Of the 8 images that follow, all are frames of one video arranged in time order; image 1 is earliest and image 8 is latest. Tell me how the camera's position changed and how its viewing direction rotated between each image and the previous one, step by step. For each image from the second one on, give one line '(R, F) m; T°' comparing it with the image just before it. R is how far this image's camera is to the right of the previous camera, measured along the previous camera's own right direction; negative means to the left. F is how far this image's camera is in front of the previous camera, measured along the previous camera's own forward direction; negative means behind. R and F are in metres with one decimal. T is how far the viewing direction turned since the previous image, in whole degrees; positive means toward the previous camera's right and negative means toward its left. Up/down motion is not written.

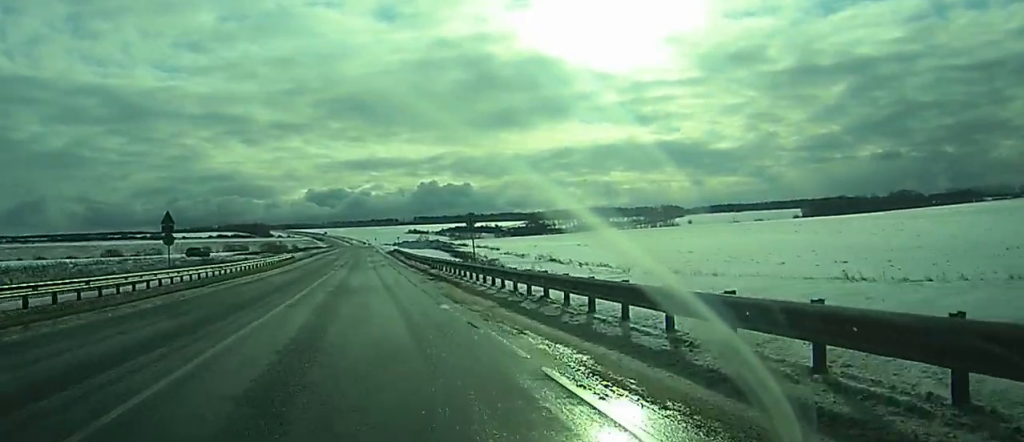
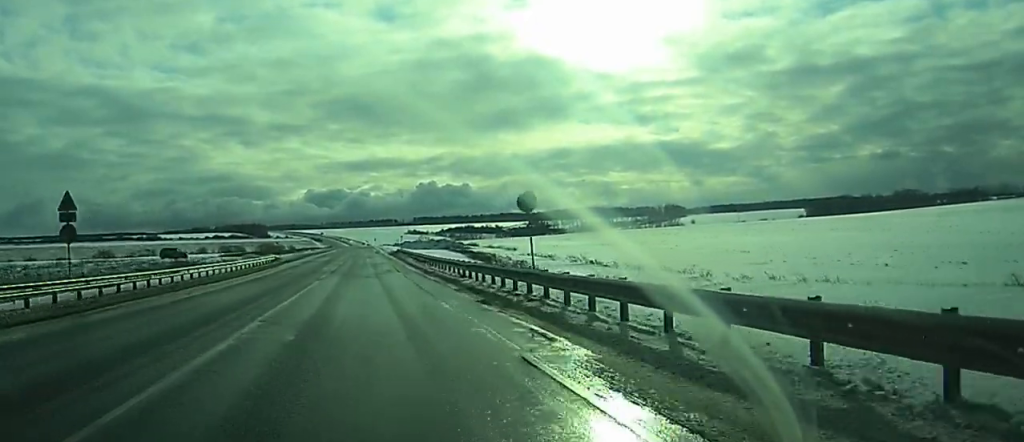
(-0.1, +15.3) m; 0°
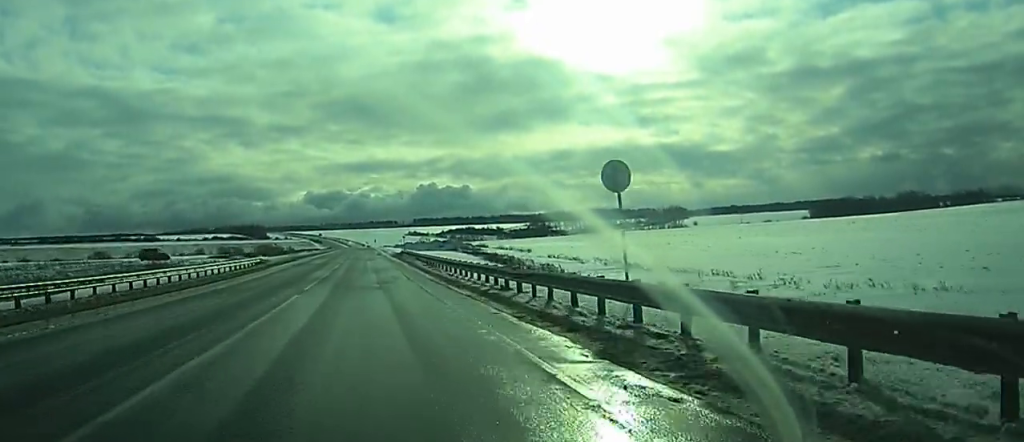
(-0.1, +10.2) m; 0°
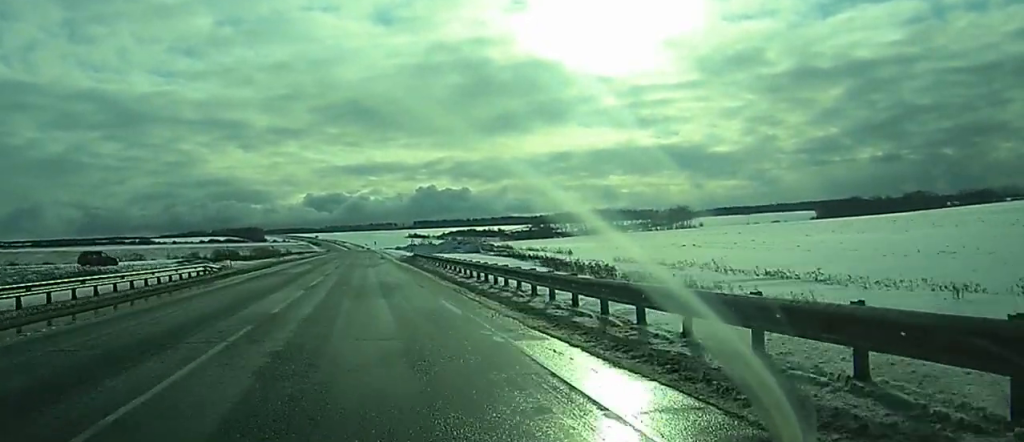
(+0.2, +21.6) m; 0°
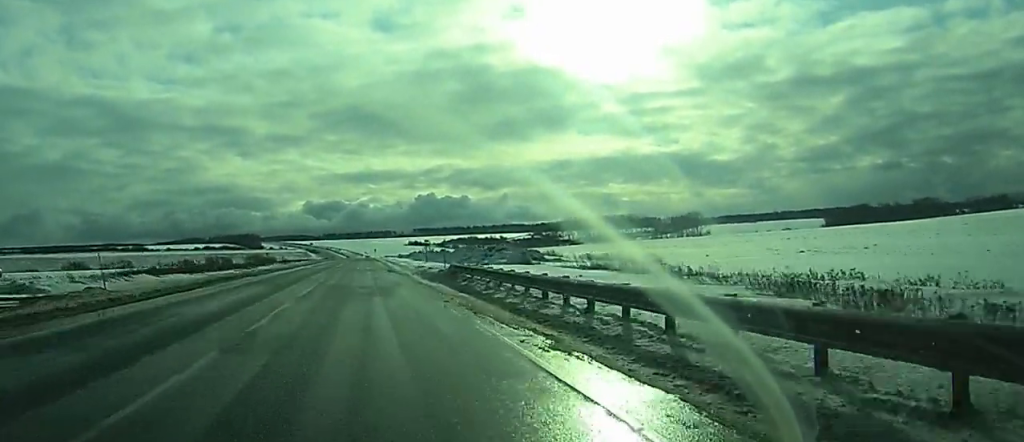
(+0.1, +27.1) m; 0°
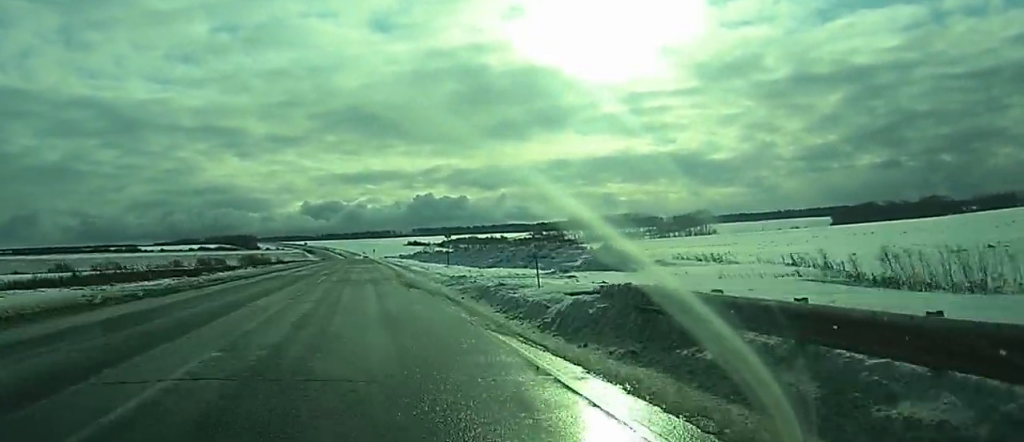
(0.0, +23.8) m; 0°
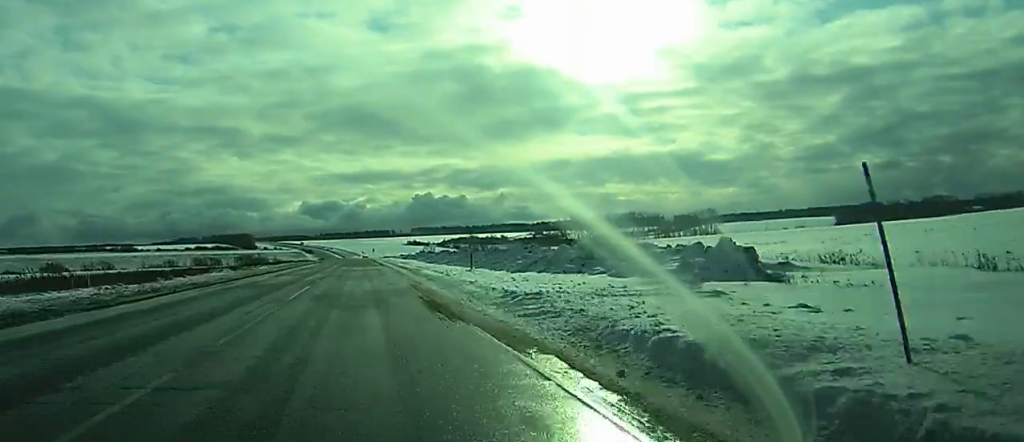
(0.0, +14.1) m; 0°
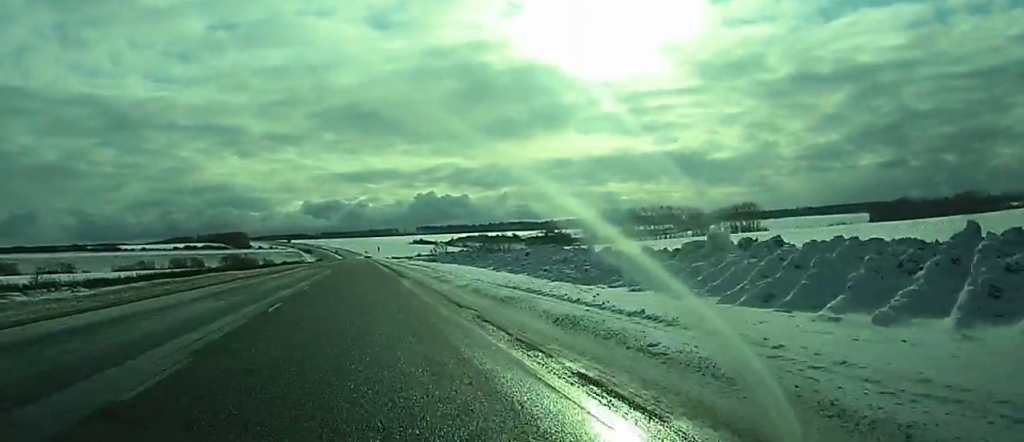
(0.0, +78.6) m; 0°
